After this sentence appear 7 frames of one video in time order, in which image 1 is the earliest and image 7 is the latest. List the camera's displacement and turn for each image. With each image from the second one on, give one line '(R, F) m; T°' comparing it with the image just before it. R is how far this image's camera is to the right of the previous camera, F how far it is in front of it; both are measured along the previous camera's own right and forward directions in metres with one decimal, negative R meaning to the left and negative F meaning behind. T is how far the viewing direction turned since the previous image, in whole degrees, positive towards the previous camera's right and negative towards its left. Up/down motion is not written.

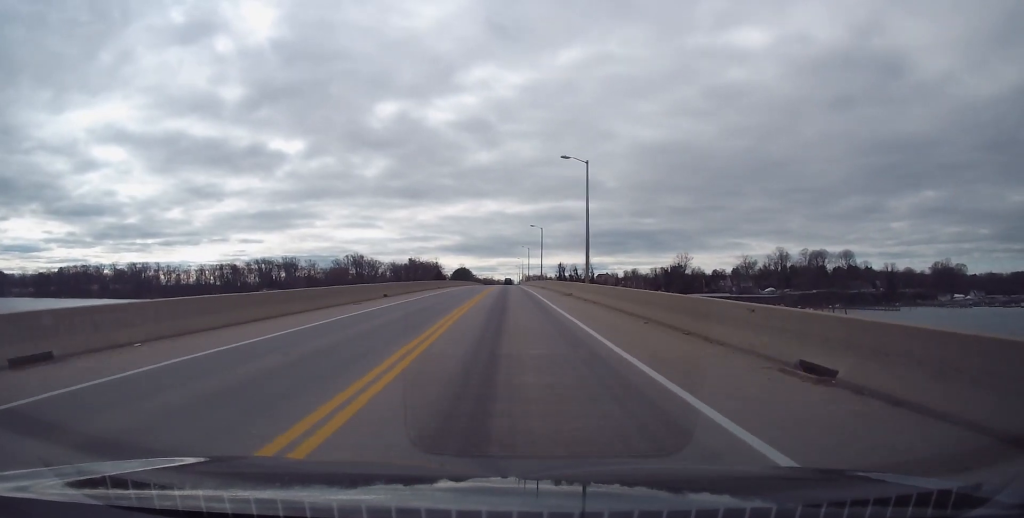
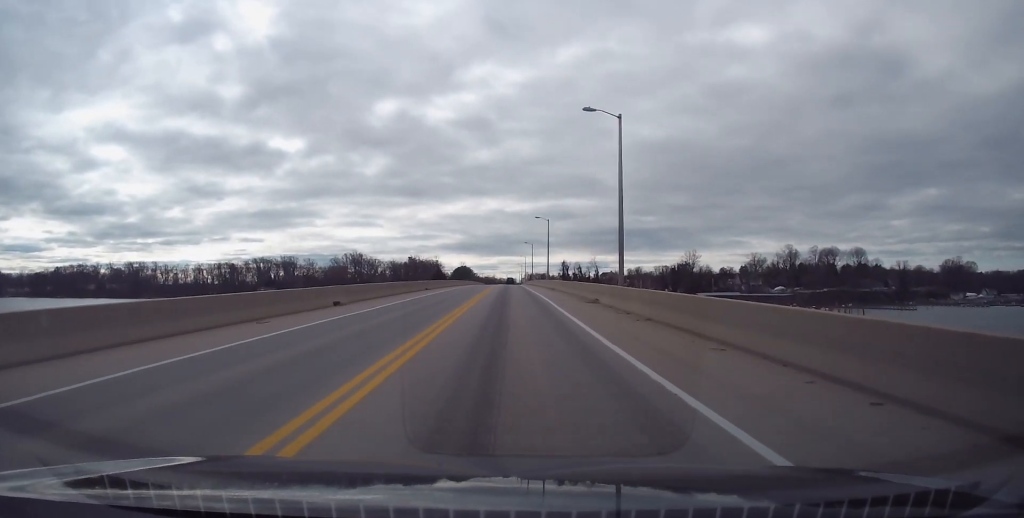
(+0.1, +12.3) m; 0°
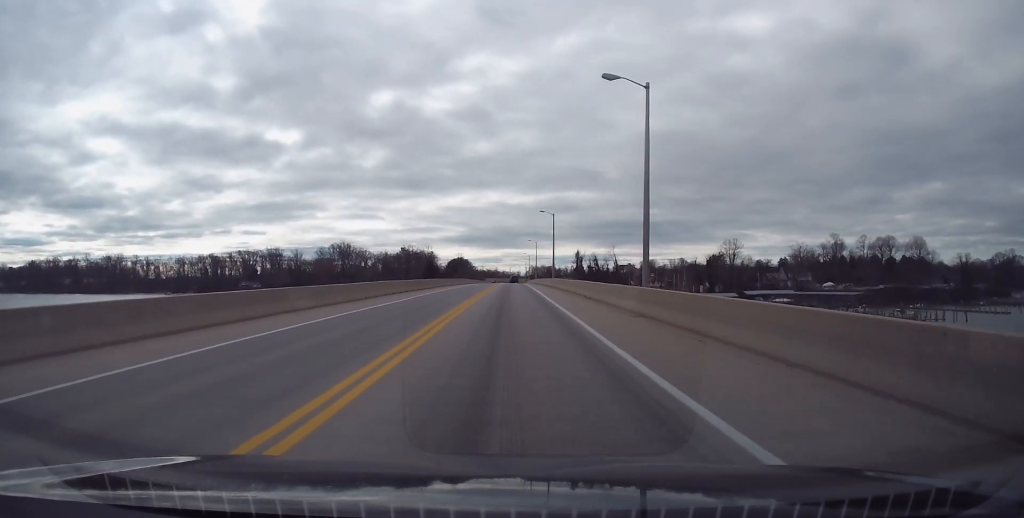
(-1.0, +60.1) m; -1°
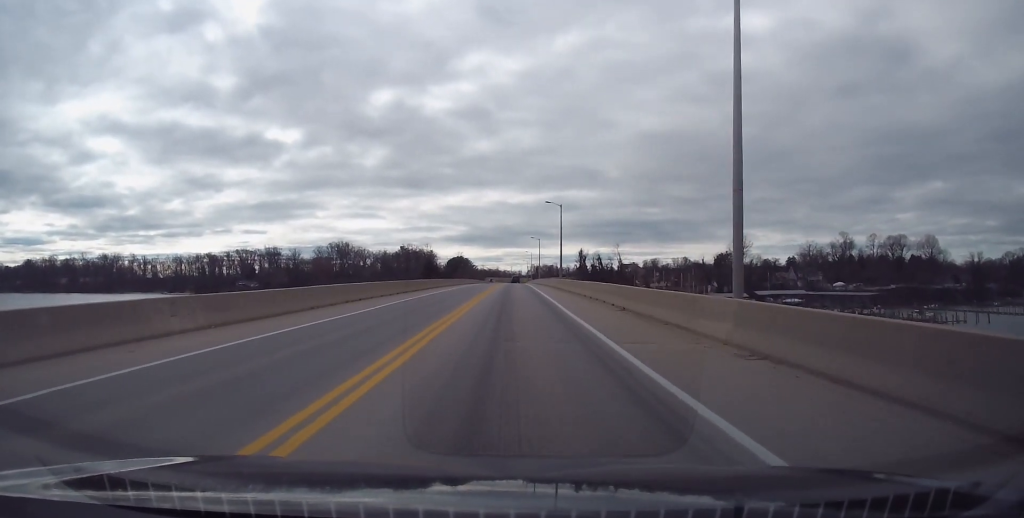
(0.0, +10.0) m; 0°
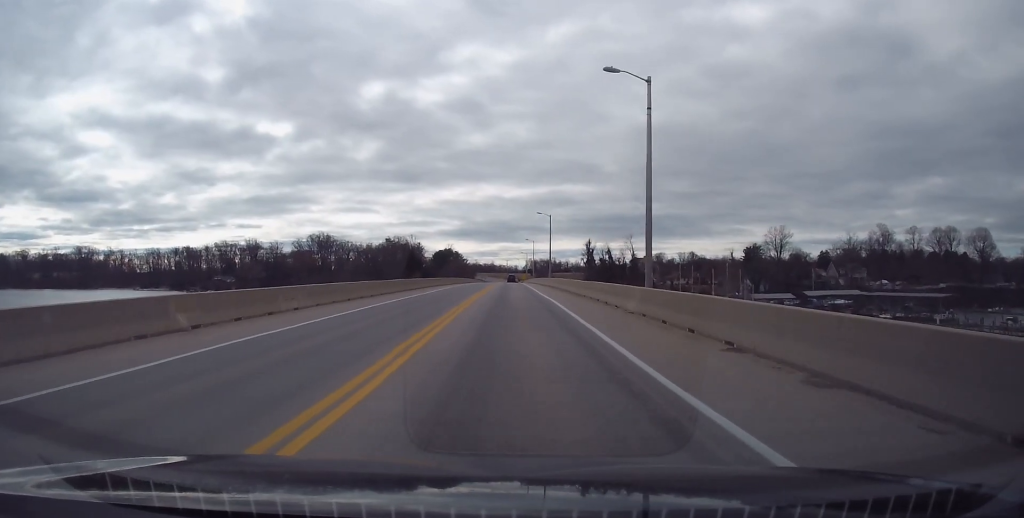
(0.0, +45.5) m; 0°
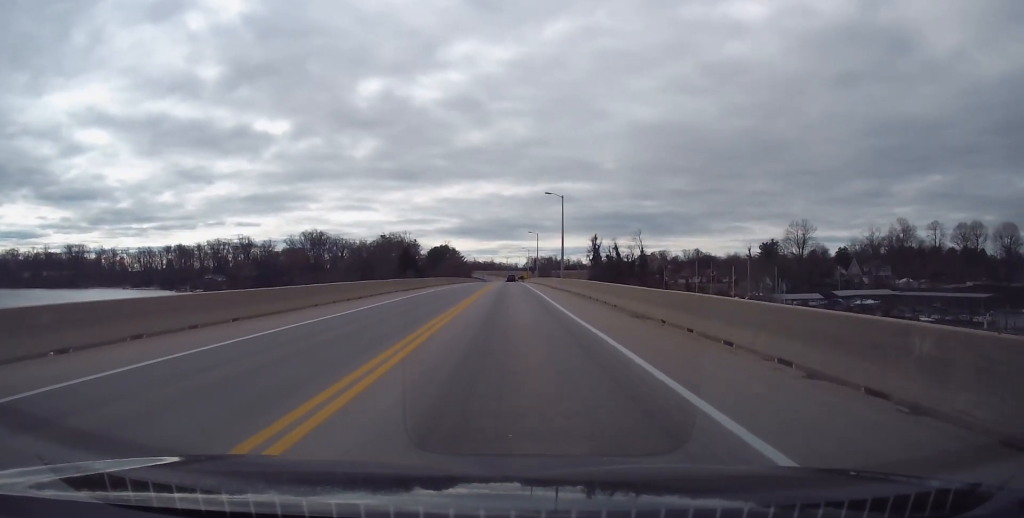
(0.0, +19.3) m; +1°
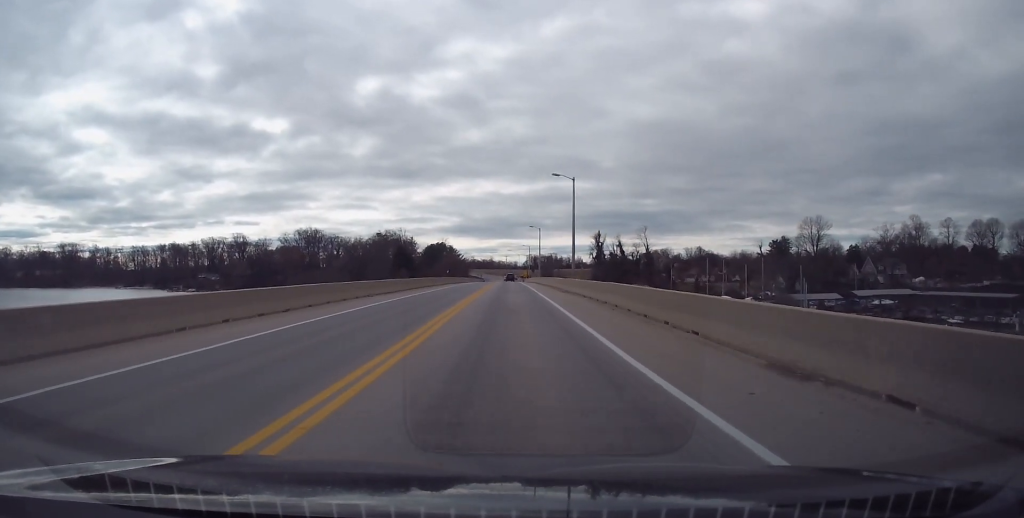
(+0.1, +11.6) m; 0°
